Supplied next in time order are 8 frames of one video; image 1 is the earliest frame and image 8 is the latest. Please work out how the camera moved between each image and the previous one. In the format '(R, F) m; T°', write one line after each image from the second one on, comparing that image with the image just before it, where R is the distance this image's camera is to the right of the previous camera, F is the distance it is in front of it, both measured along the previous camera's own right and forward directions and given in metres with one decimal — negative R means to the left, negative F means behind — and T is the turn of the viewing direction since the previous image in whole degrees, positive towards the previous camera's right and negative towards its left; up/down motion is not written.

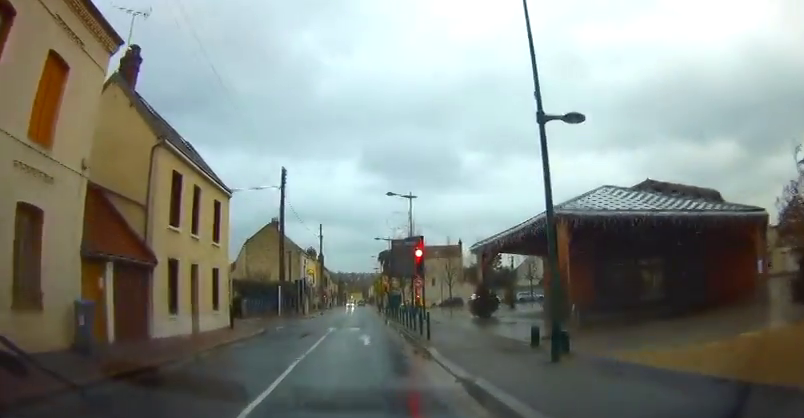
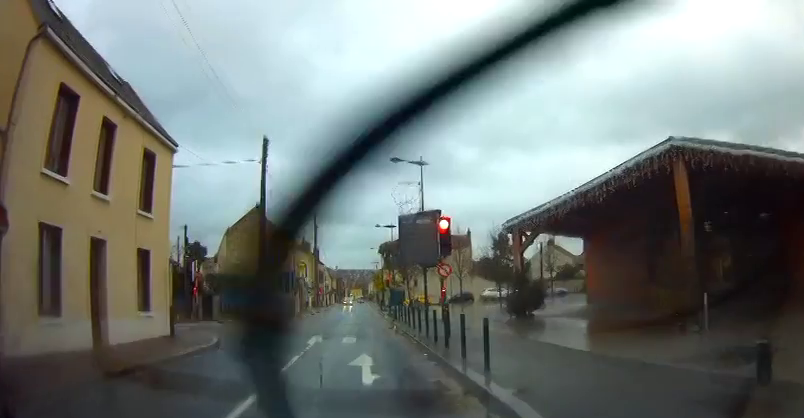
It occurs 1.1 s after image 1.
(-0.3, +7.3) m; -3°
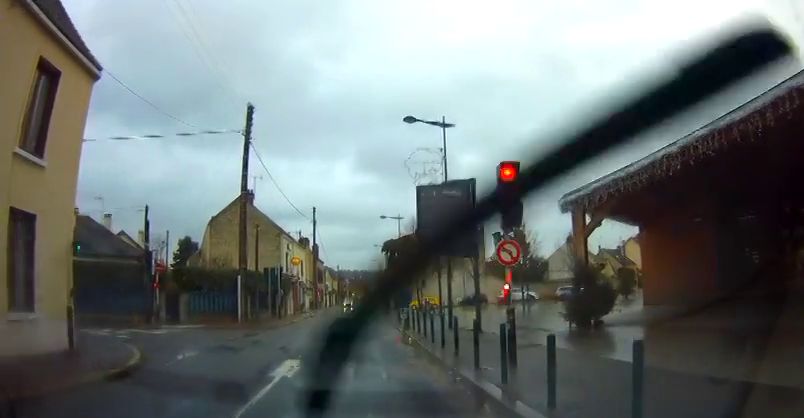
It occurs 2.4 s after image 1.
(-0.1, +6.9) m; -3°
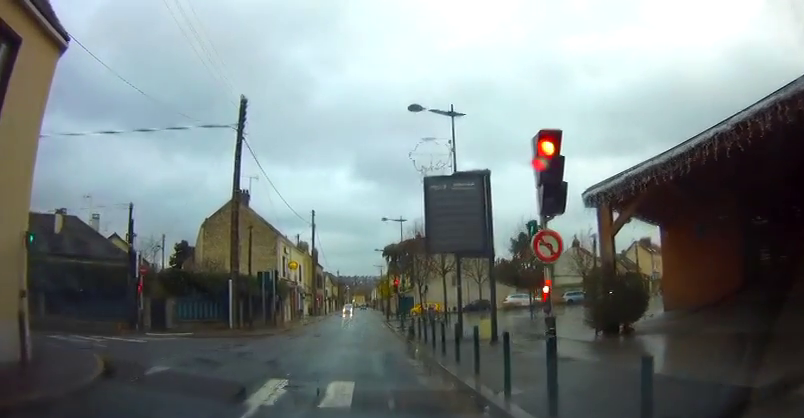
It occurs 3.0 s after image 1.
(-0.1, +2.8) m; -2°
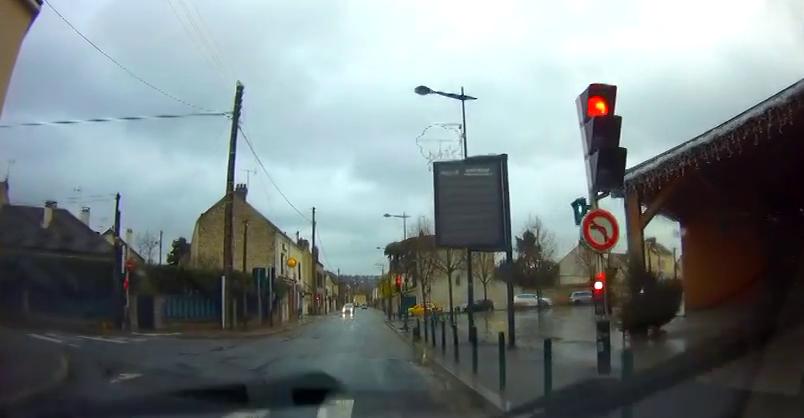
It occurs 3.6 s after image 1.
(+0.1, +1.8) m; -1°
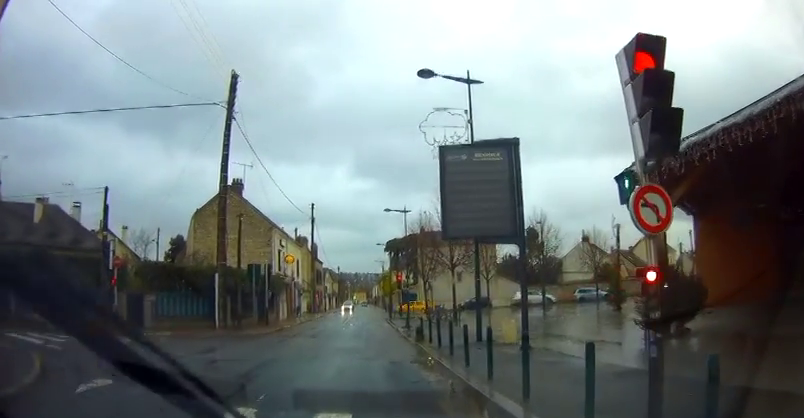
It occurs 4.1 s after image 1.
(0.0, +1.3) m; -1°
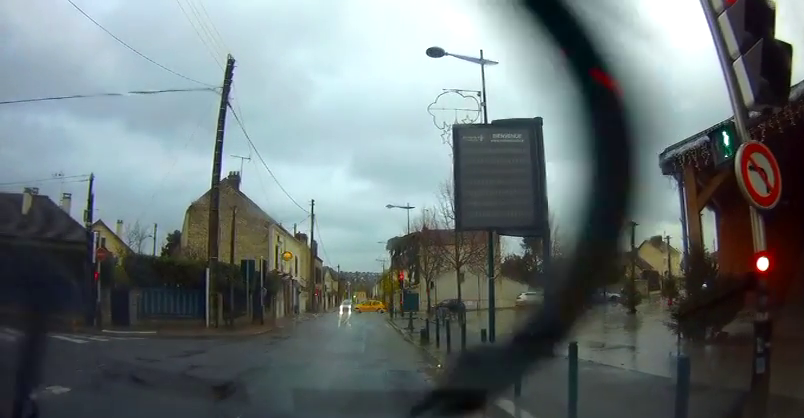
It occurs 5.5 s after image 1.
(-0.3, +1.8) m; 0°
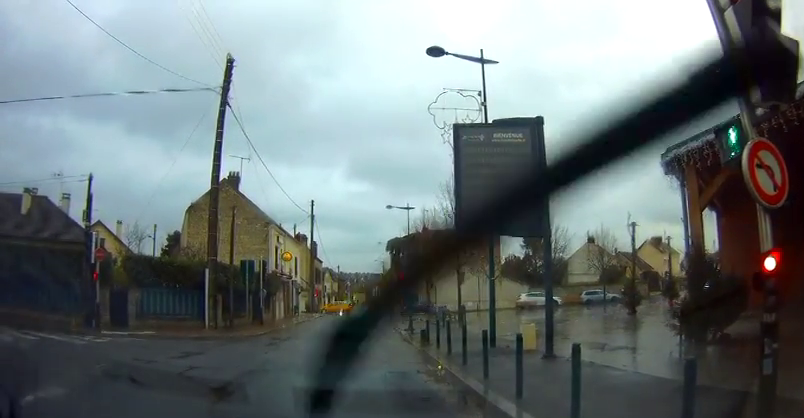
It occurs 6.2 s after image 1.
(-0.2, +0.4) m; 0°
